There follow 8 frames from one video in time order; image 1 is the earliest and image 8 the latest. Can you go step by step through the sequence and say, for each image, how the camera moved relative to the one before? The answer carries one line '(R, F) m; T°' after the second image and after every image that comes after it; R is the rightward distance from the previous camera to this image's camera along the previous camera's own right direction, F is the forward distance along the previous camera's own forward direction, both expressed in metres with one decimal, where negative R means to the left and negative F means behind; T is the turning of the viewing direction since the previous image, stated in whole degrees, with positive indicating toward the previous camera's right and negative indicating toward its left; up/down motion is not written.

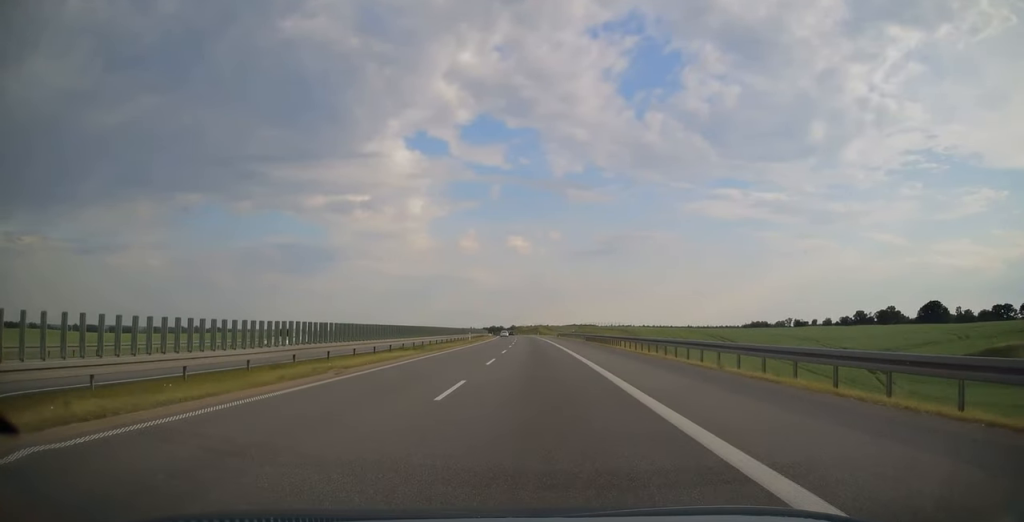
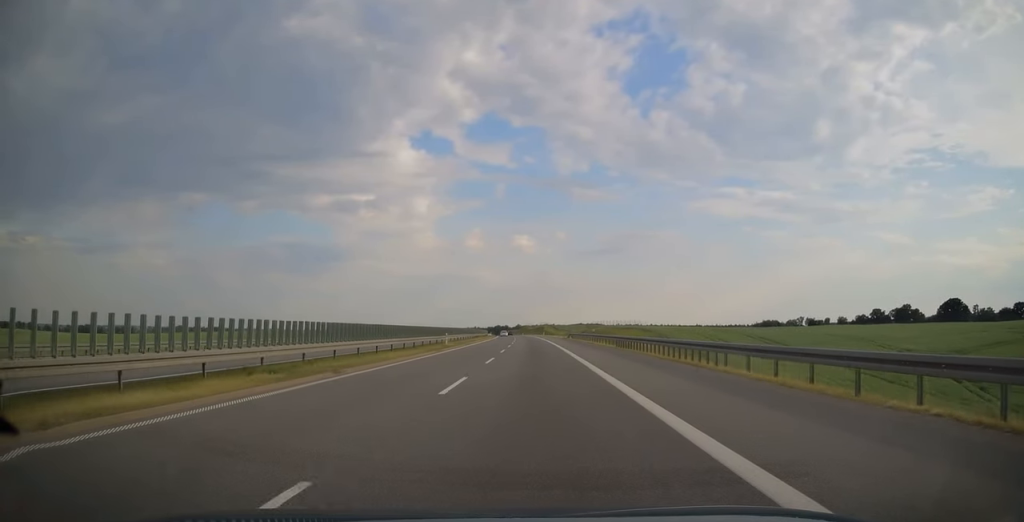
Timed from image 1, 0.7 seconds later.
(-0.1, +23.0) m; 0°
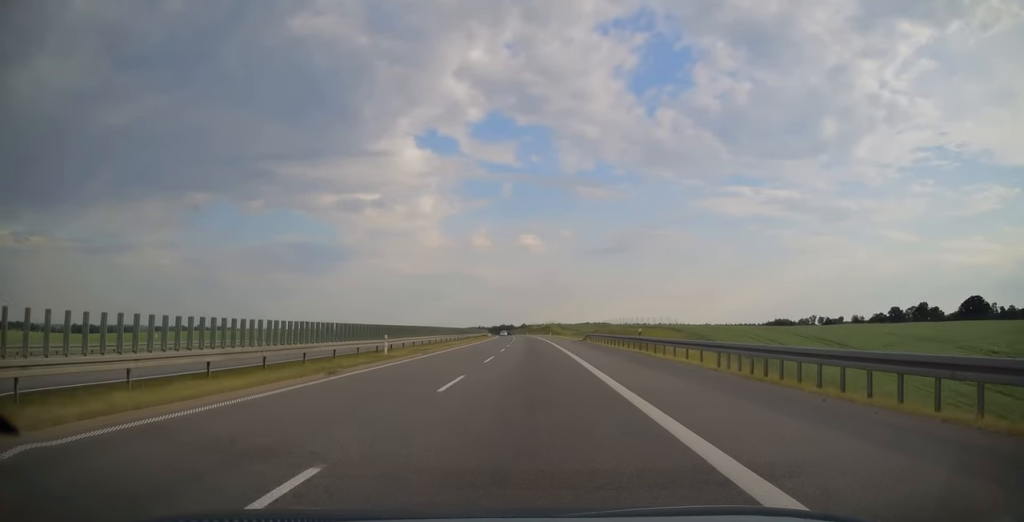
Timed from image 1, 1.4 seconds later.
(-0.1, +23.5) m; -1°
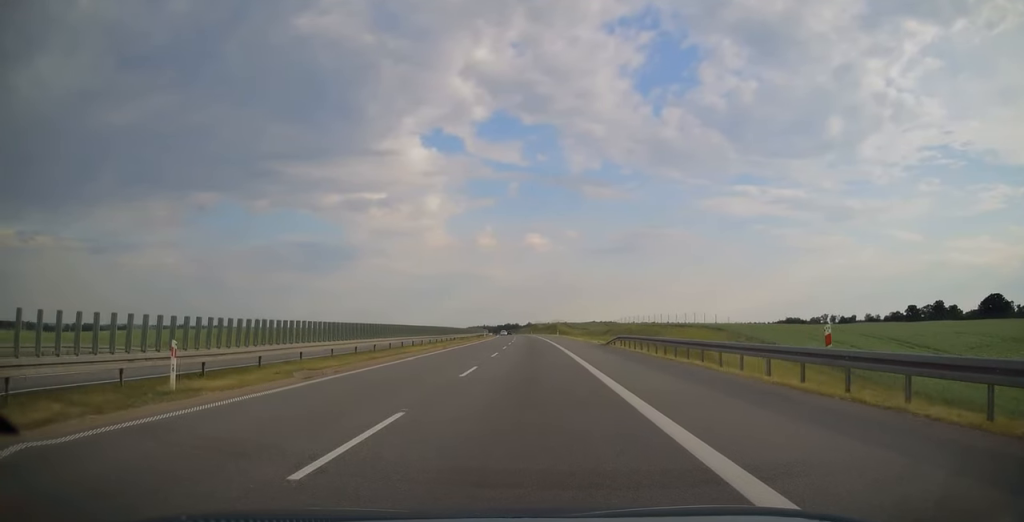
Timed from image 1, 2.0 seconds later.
(-0.1, +20.3) m; 0°
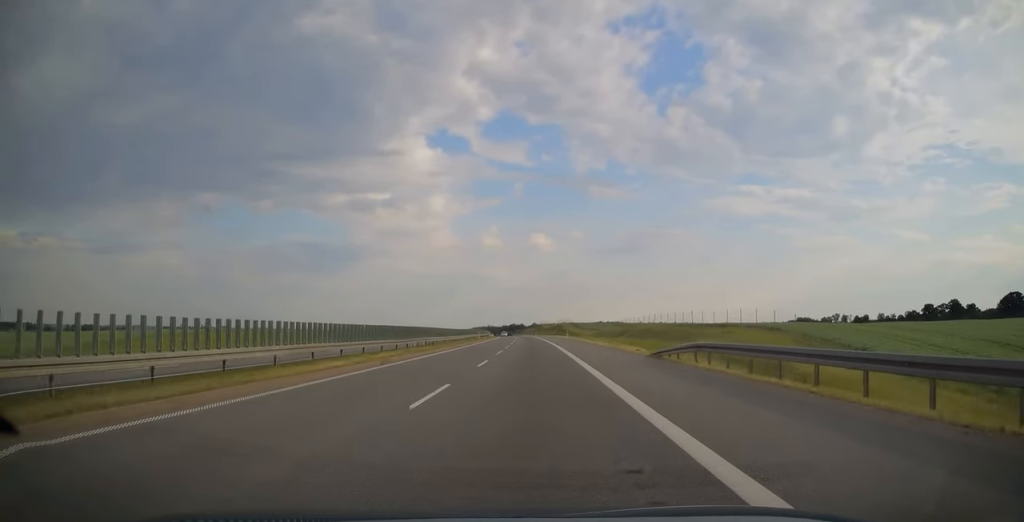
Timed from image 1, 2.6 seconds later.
(0.0, +18.6) m; 0°
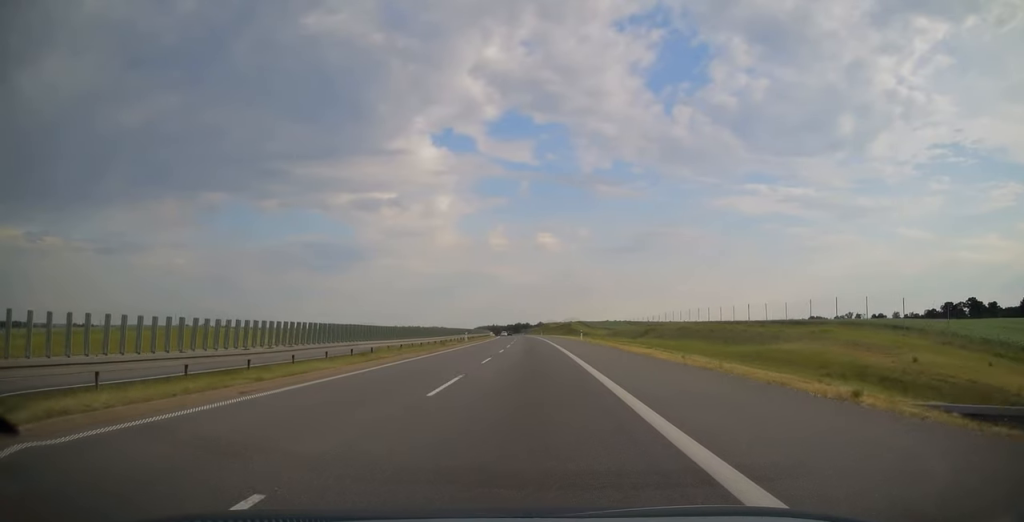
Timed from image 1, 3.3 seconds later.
(-0.1, +22.5) m; -1°
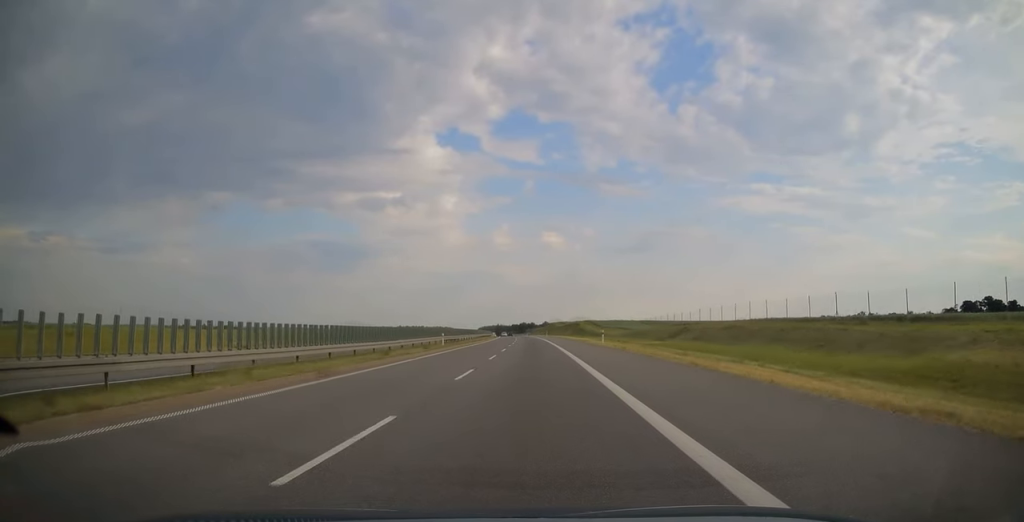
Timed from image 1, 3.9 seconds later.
(-0.1, +19.7) m; -1°
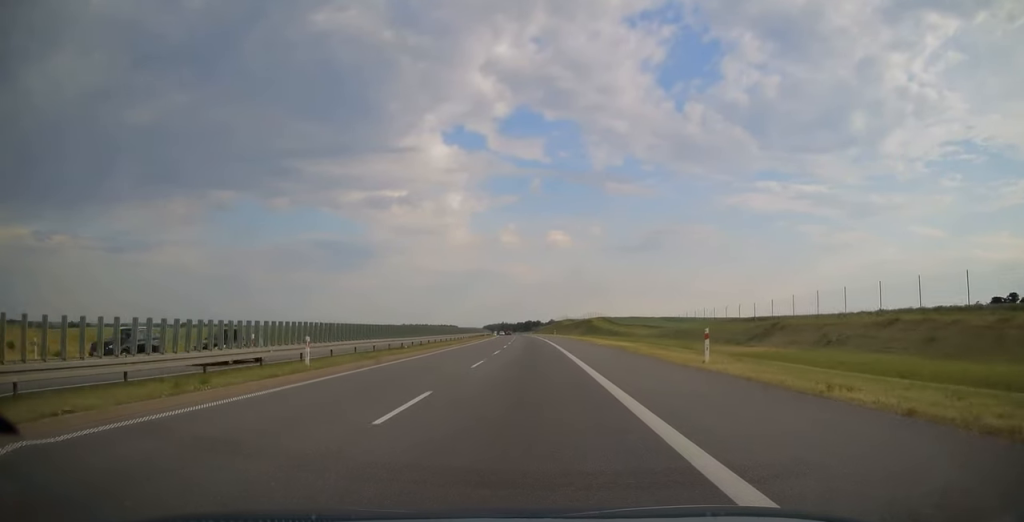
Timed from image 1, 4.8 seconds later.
(-0.2, +31.2) m; -1°
